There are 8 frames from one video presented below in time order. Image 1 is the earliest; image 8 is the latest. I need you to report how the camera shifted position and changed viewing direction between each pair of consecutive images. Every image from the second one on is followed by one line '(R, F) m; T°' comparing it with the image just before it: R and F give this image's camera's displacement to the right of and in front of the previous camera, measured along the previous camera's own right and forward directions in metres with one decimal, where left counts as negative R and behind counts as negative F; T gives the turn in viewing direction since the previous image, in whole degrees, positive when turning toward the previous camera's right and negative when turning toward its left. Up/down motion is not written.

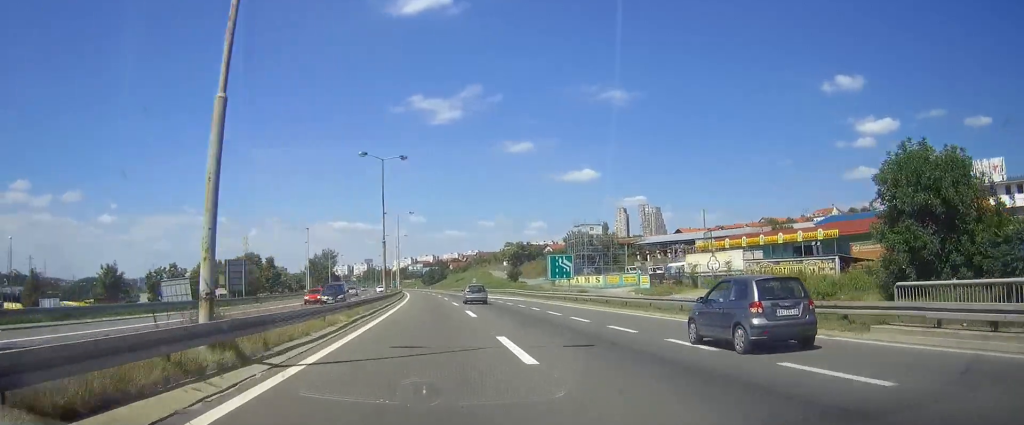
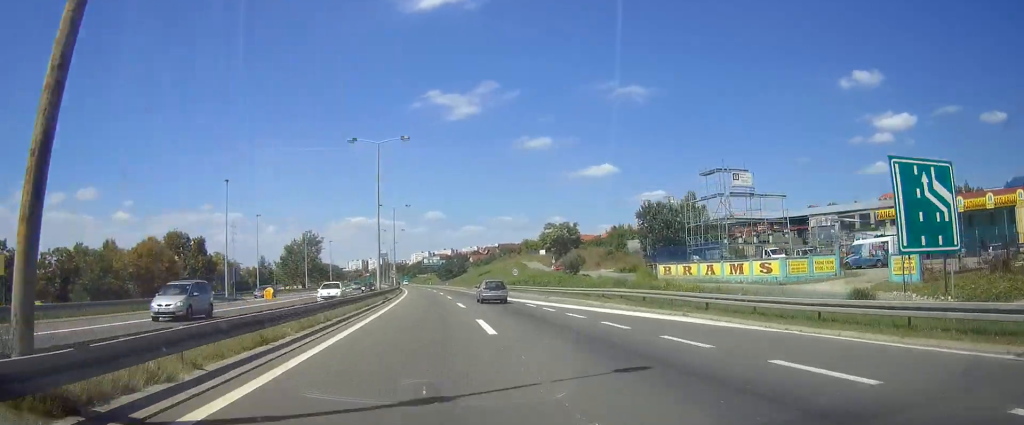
(0.0, +46.4) m; 0°
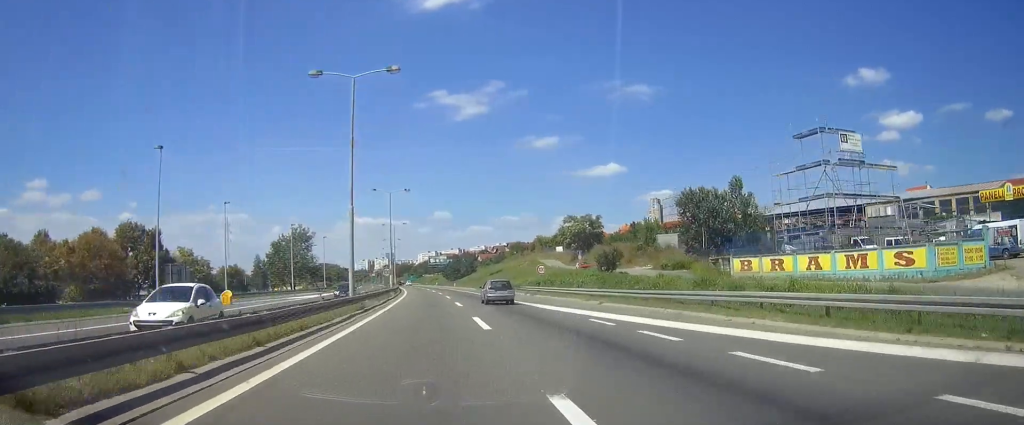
(0.0, +16.2) m; 0°
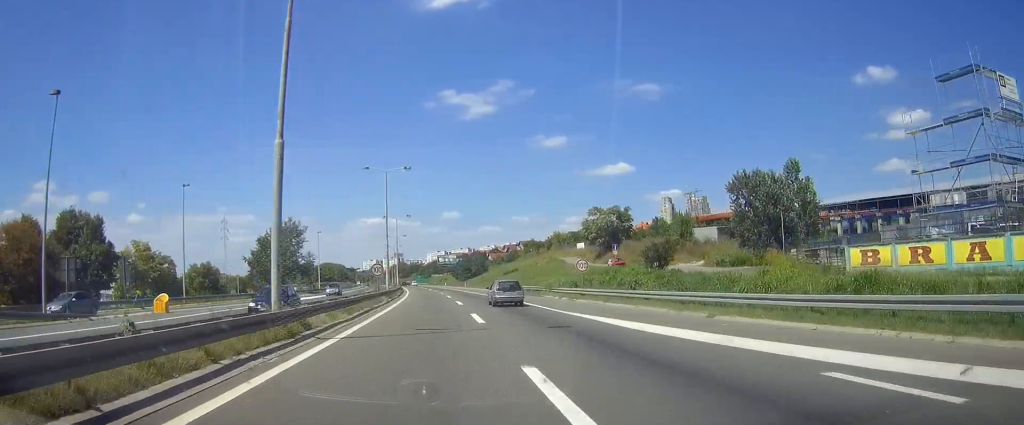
(0.0, +15.0) m; 0°
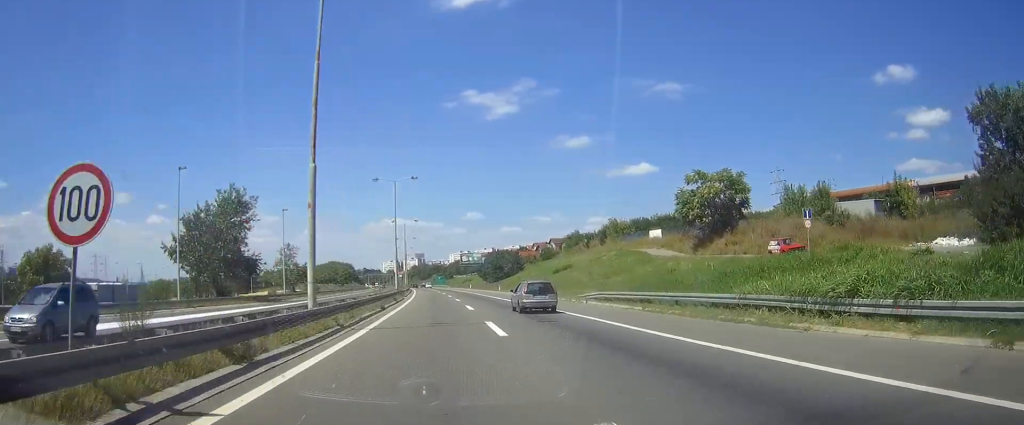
(0.0, +40.1) m; 0°
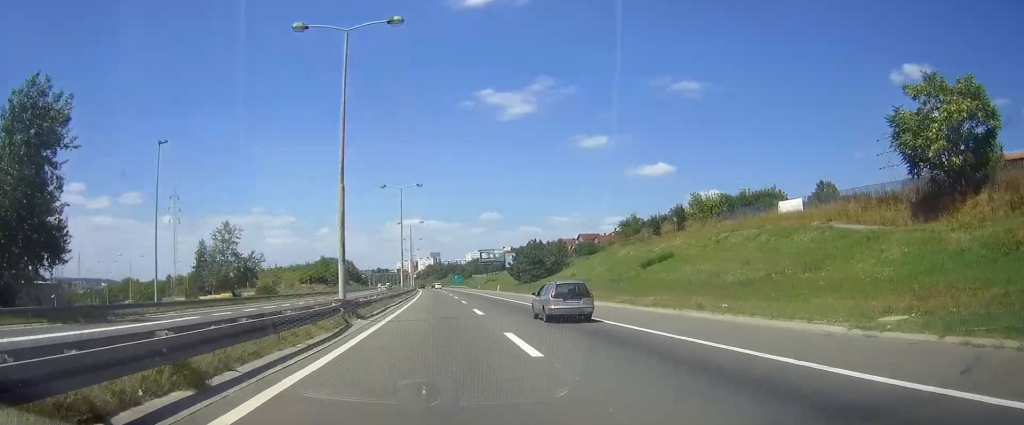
(0.0, +41.0) m; 0°
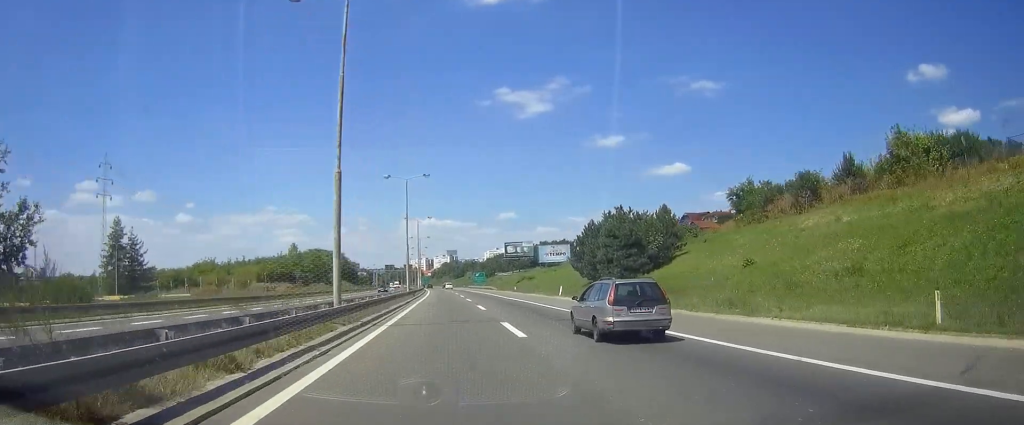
(0.0, +48.7) m; 0°
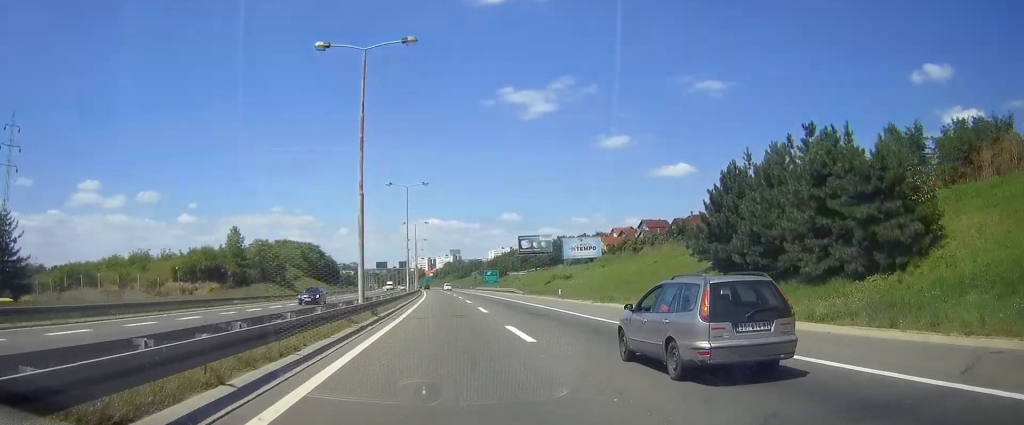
(0.0, +37.2) m; 0°
